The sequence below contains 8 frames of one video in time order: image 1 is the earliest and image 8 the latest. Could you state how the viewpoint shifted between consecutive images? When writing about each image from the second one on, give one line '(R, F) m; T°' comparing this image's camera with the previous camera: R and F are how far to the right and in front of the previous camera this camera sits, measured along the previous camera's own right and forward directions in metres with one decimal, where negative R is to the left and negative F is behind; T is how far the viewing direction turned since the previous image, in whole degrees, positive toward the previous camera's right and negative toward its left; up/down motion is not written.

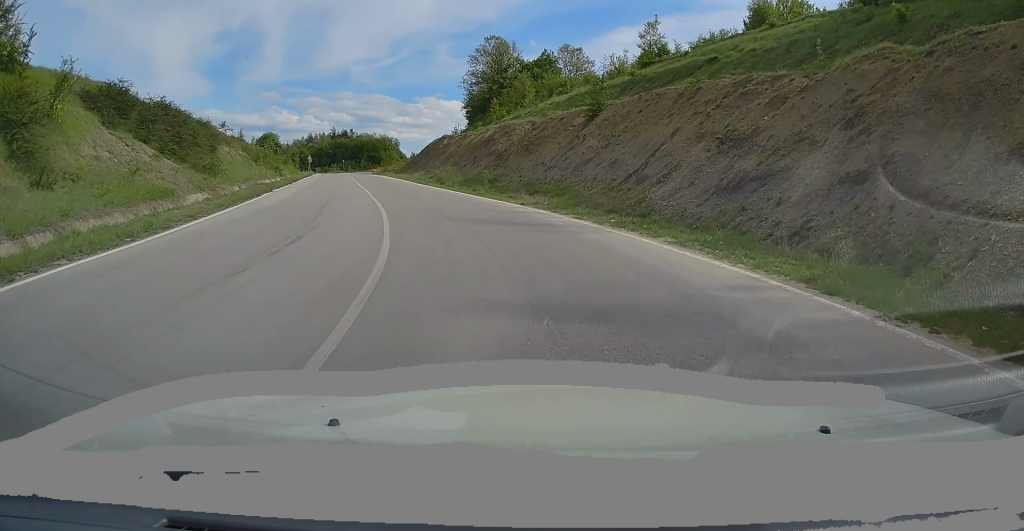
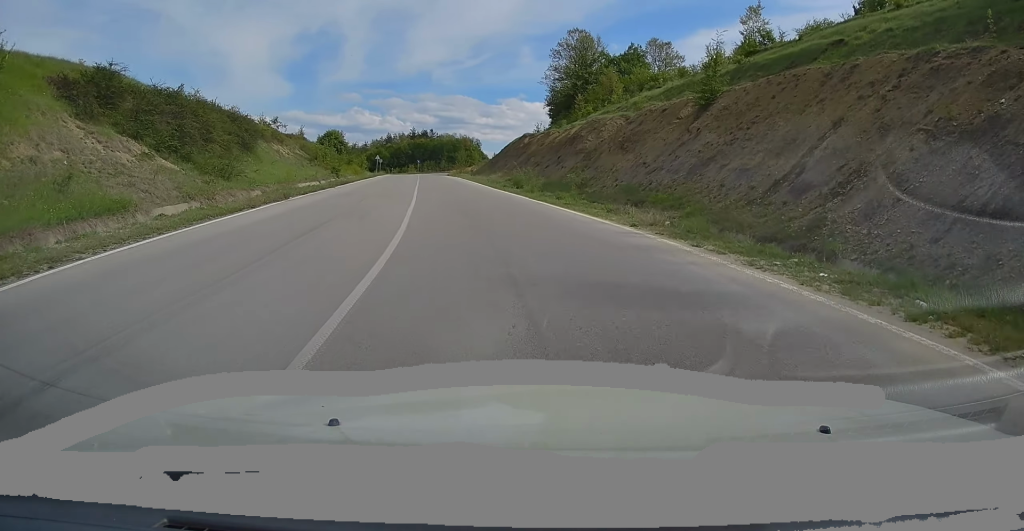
(-0.5, +8.1) m; -6°
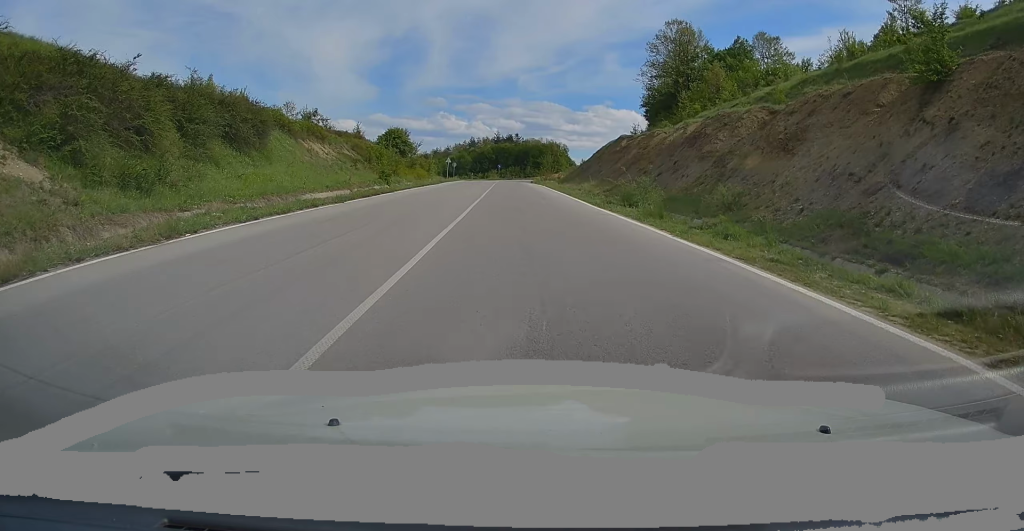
(-1.0, +13.3) m; -7°
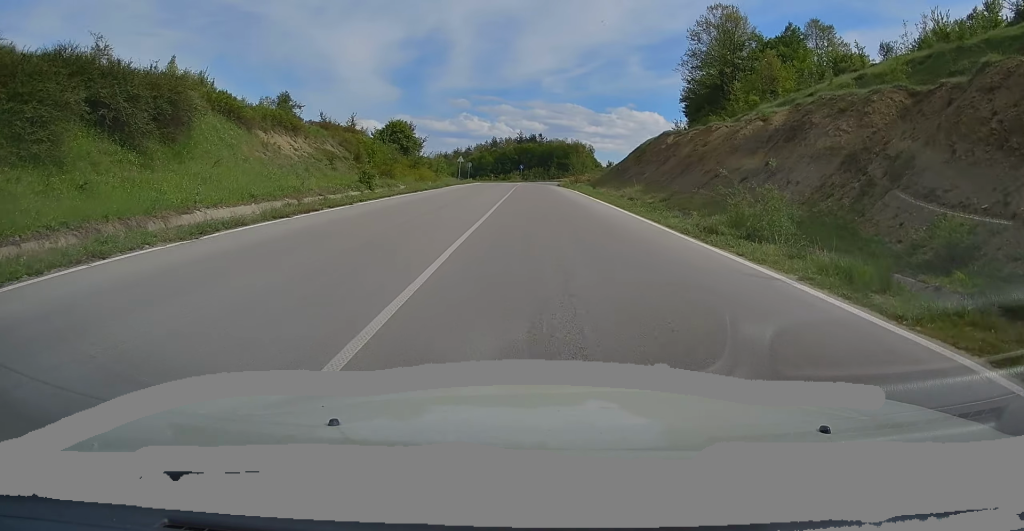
(-0.5, +12.1) m; -4°
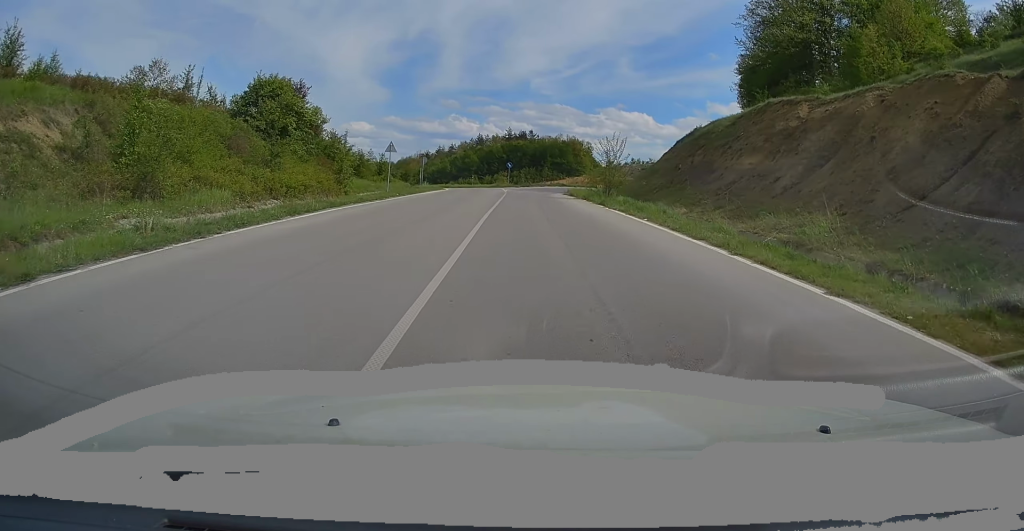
(-0.5, +31.3) m; 0°
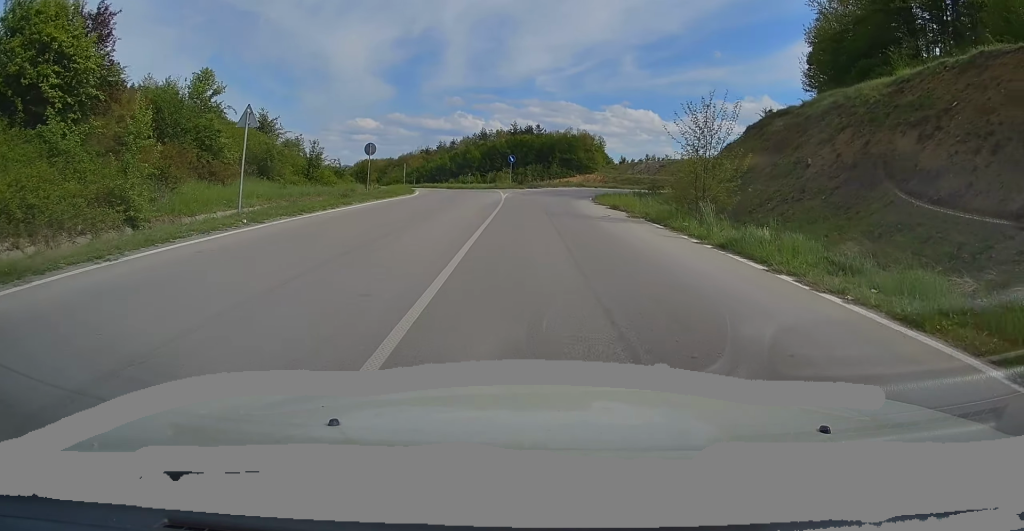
(+0.1, +18.8) m; -1°
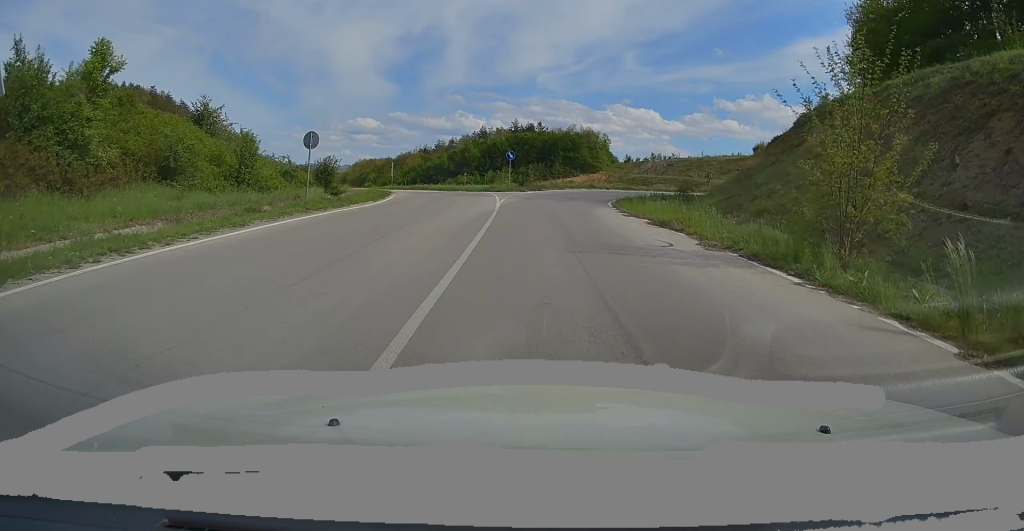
(-0.2, +8.8) m; 0°
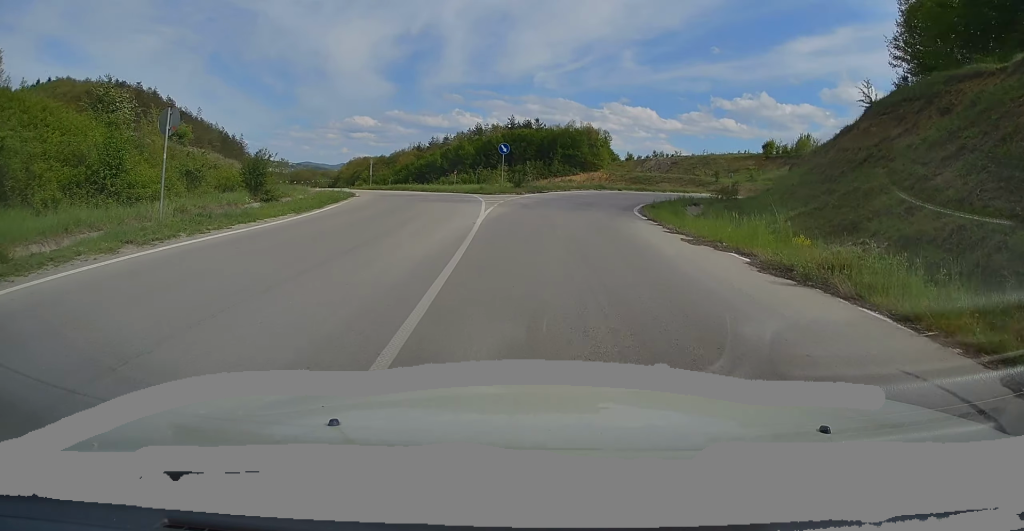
(+0.1, +9.2) m; +1°
